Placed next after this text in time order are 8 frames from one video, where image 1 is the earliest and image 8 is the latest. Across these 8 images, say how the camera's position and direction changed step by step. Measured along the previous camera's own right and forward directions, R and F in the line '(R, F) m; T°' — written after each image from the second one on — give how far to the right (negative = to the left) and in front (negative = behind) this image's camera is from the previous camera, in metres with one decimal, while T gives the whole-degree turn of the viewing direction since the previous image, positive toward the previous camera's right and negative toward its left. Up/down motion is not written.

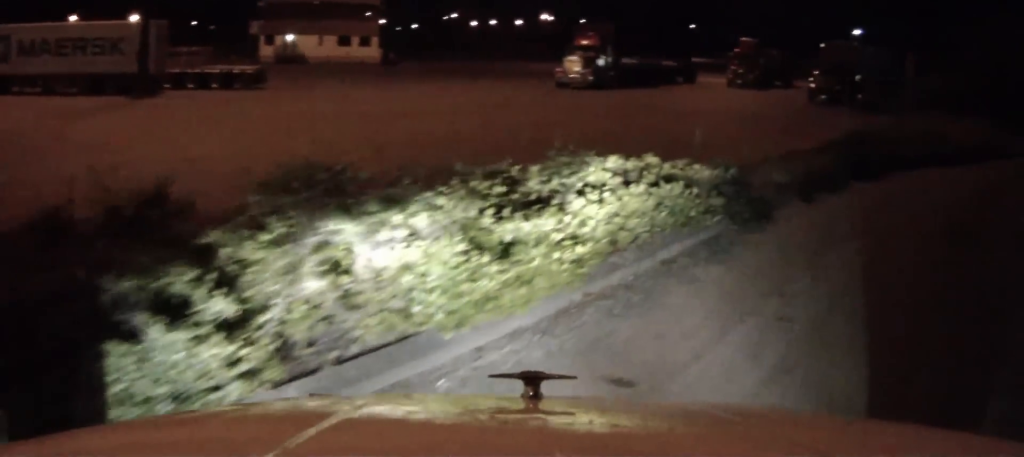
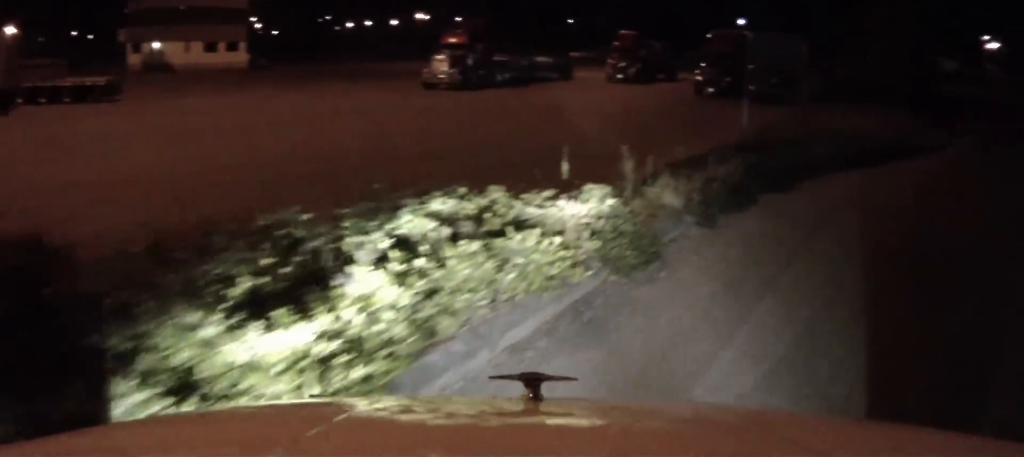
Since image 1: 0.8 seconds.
(+0.3, +2.8) m; +11°
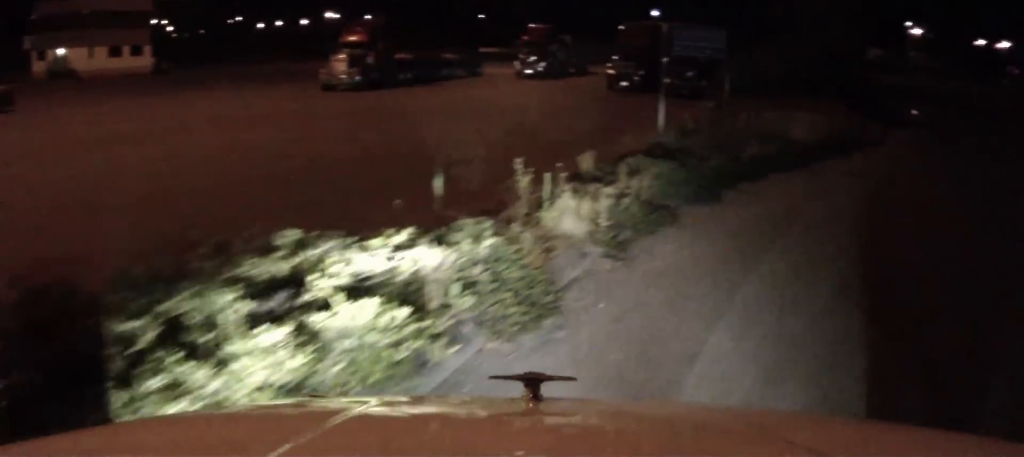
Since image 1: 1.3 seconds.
(0.0, +2.0) m; +7°
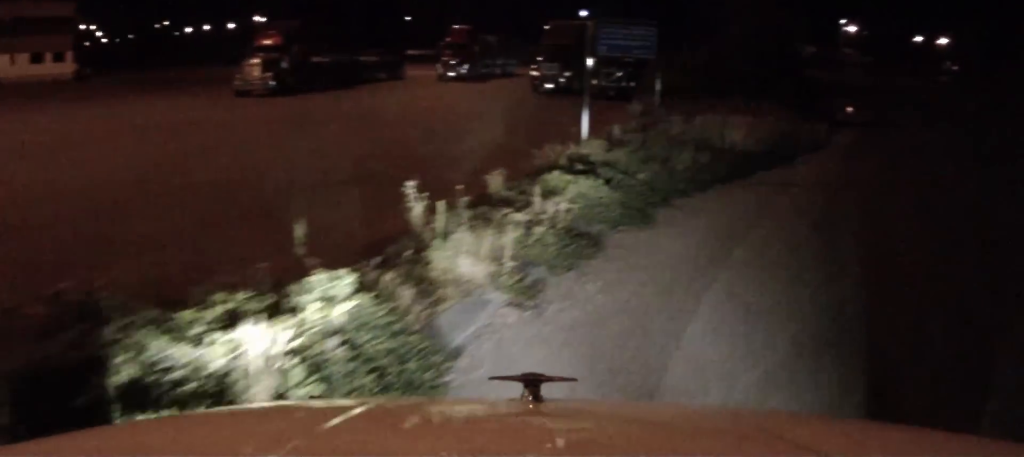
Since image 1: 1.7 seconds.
(+0.2, +1.7) m; +4°
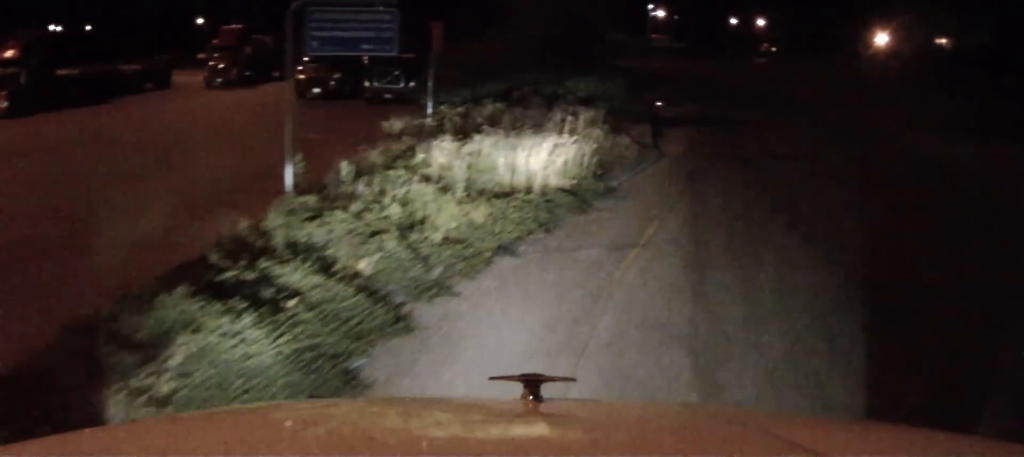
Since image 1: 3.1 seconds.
(+0.4, +5.7) m; +6°
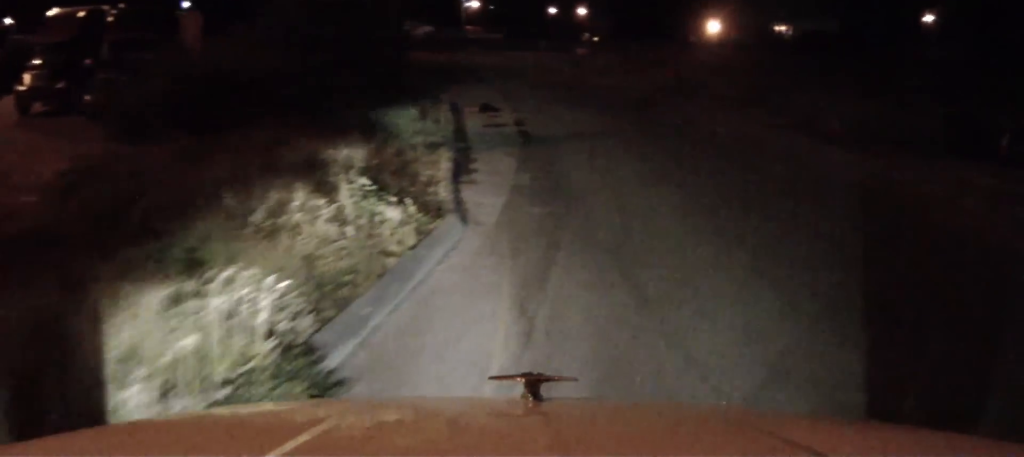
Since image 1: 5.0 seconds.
(+0.8, +8.3) m; +11°
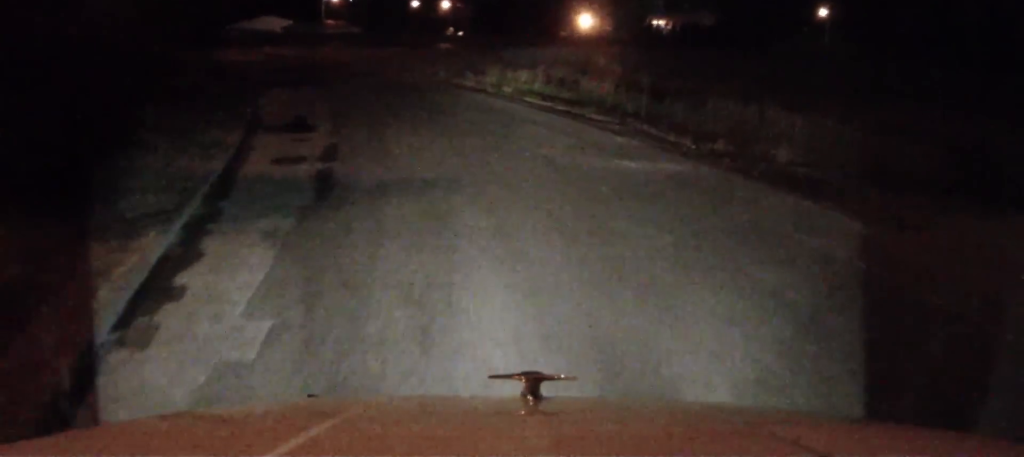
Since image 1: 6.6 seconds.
(+0.6, +8.5) m; +7°
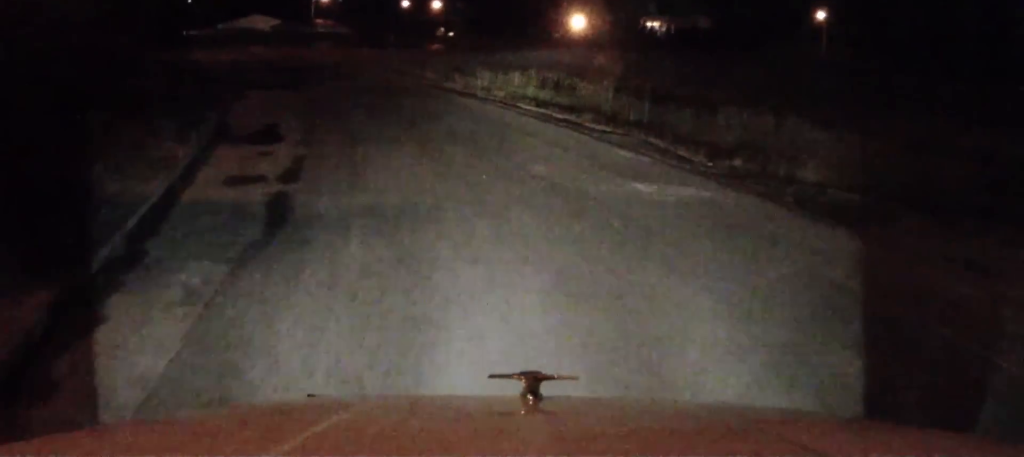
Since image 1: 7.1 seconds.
(+0.1, +2.5) m; +1°
